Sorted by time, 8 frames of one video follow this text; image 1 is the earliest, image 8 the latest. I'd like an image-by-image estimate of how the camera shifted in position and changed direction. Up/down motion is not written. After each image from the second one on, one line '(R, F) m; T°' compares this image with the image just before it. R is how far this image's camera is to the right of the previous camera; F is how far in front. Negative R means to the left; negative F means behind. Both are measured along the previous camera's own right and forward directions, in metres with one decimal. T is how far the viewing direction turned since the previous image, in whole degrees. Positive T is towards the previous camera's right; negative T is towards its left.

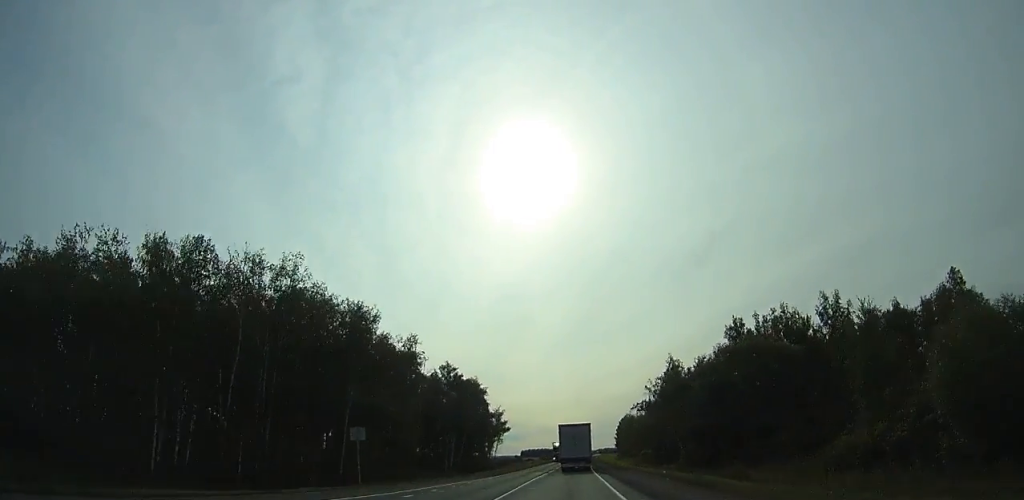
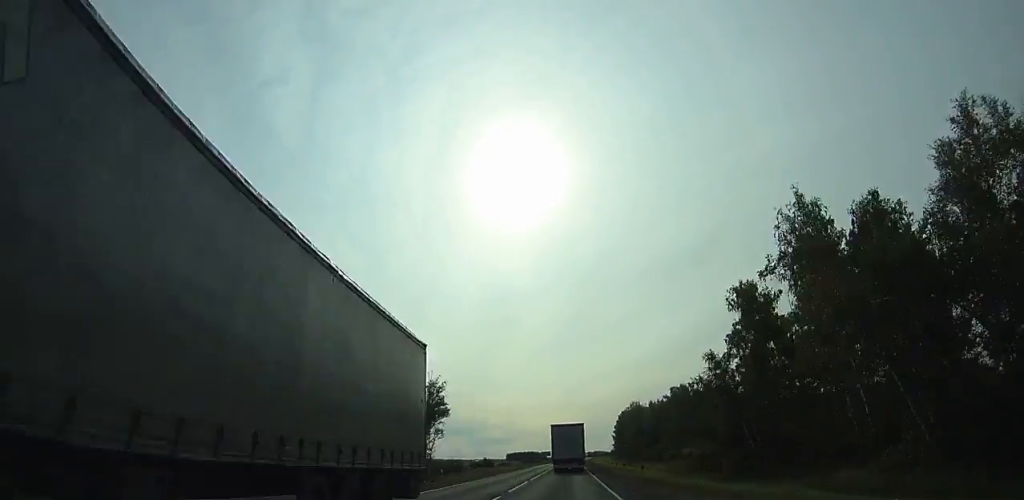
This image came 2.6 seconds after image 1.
(0.0, +60.9) m; +1°
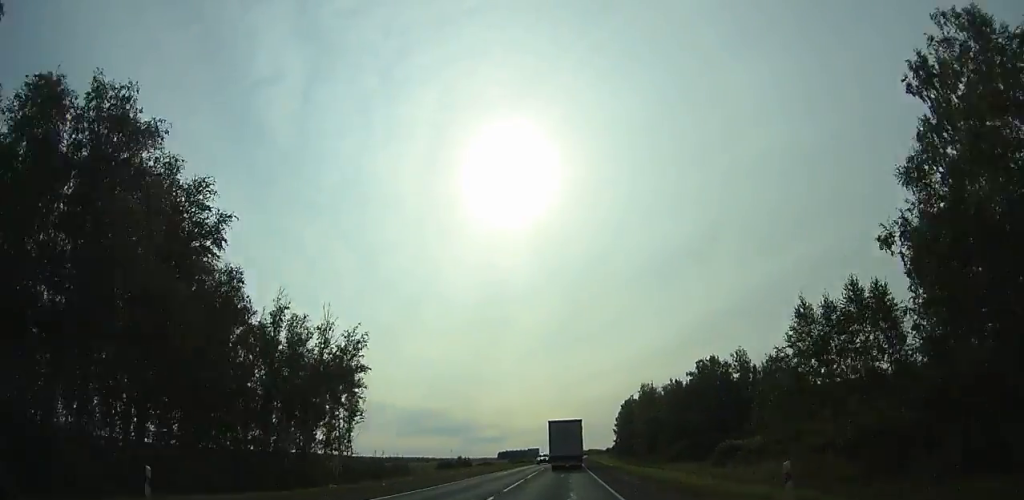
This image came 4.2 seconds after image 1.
(-0.1, +37.5) m; +1°
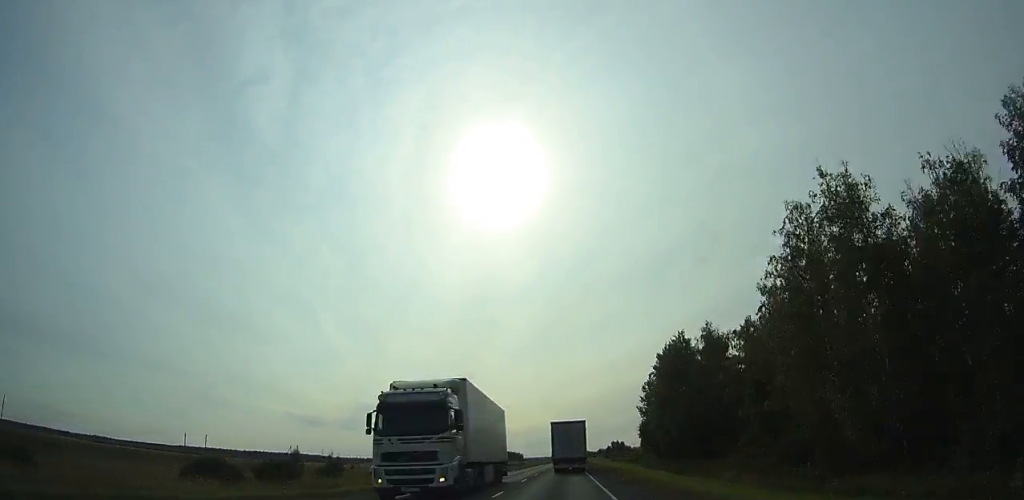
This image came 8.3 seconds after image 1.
(+2.4, +96.5) m; +2°
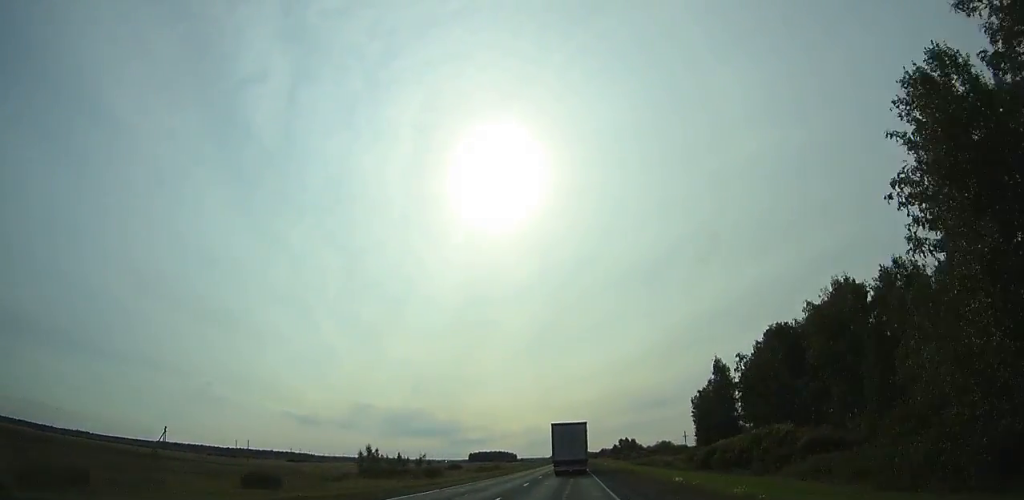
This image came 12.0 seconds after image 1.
(+0.8, +87.3) m; 0°
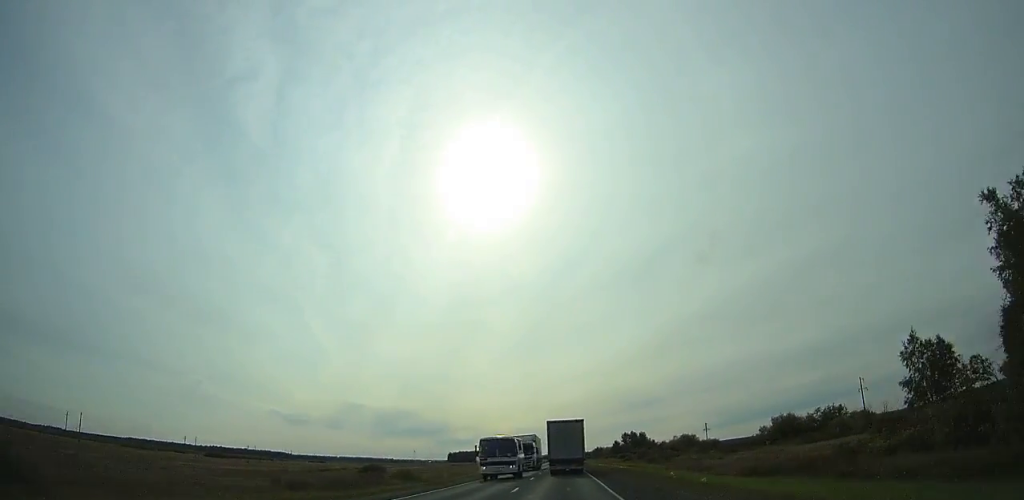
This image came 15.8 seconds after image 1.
(0.0, +89.7) m; 0°
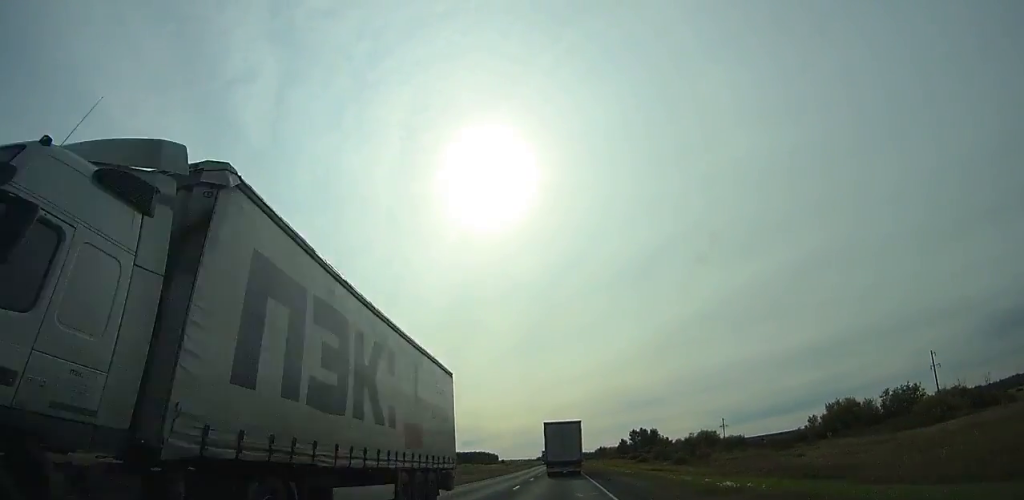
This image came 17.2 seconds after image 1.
(0.0, +32.9) m; 0°
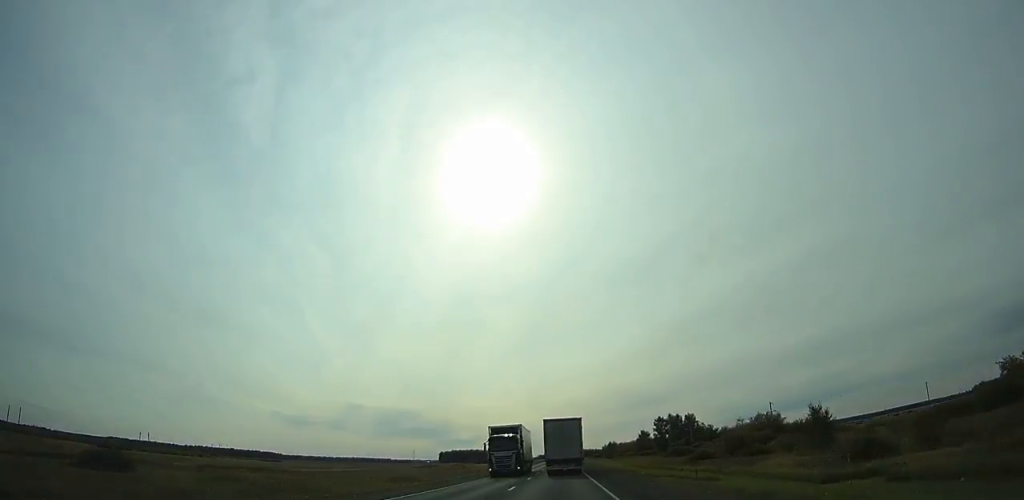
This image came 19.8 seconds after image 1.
(+0.1, +61.1) m; 0°
